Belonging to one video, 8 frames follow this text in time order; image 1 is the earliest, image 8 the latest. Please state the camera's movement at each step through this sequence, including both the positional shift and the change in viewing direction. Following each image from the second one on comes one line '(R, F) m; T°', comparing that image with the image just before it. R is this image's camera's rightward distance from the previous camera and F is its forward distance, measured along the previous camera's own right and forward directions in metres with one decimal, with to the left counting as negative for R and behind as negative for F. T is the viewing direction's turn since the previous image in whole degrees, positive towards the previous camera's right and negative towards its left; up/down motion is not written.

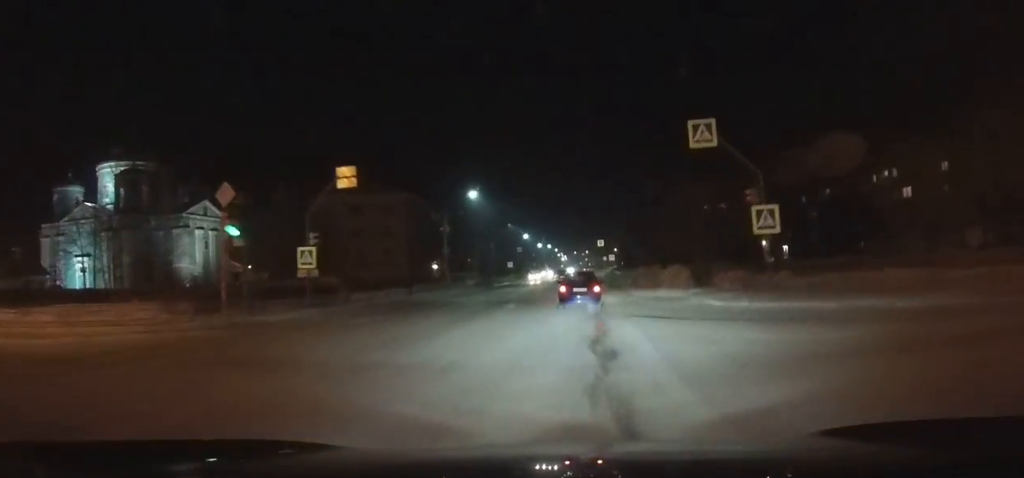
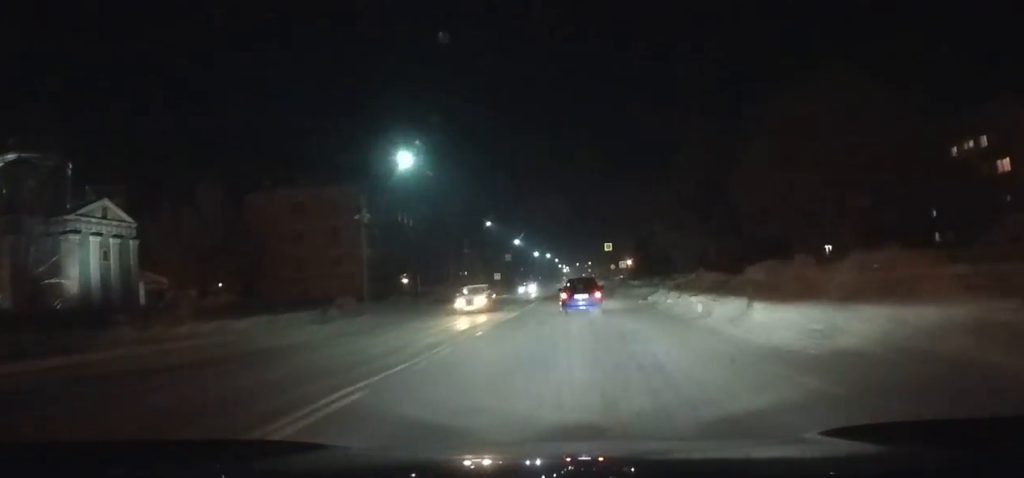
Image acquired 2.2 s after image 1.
(+0.1, +19.6) m; 0°
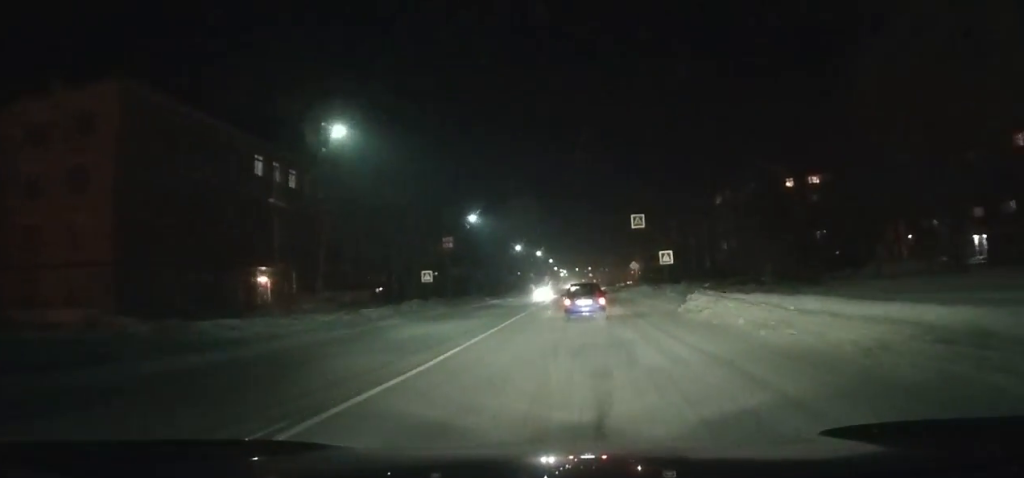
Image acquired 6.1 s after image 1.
(+0.3, +40.7) m; +2°
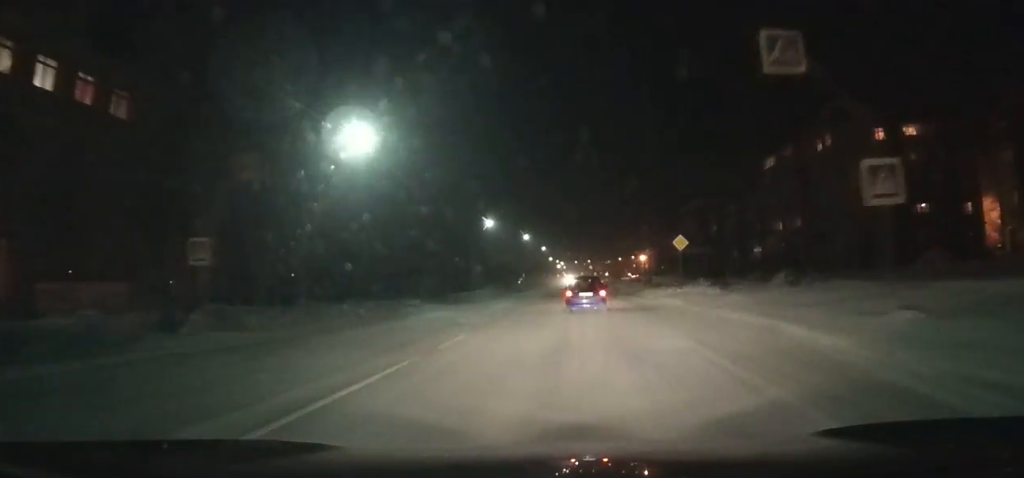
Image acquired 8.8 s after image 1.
(+0.4, +30.6) m; +1°
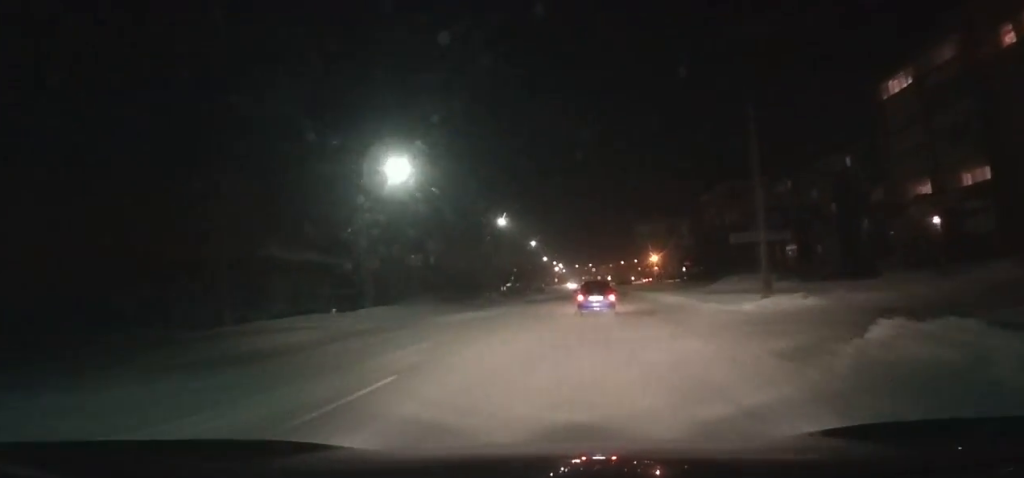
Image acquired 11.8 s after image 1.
(+0.2, +35.2) m; -1°
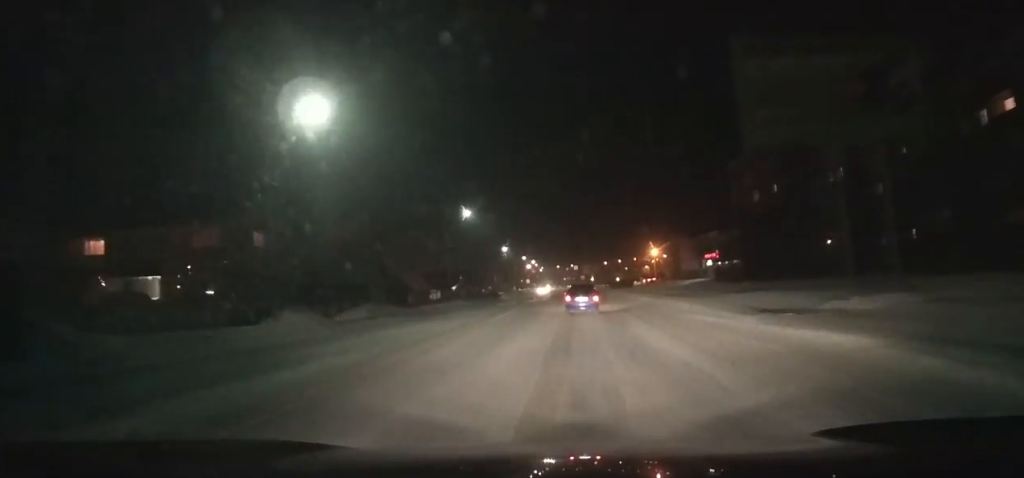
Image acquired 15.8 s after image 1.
(-1.0, +47.7) m; -2°
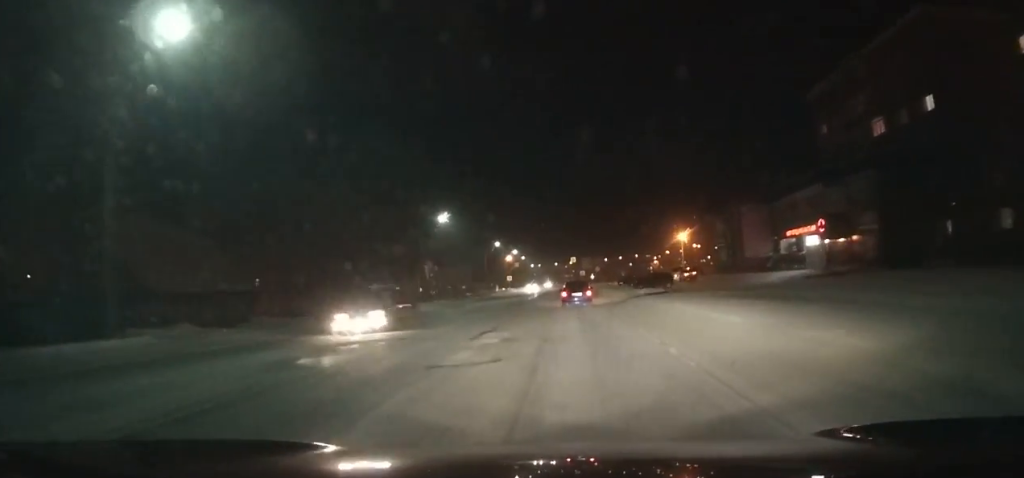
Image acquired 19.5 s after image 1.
(+0.1, +44.0) m; 0°
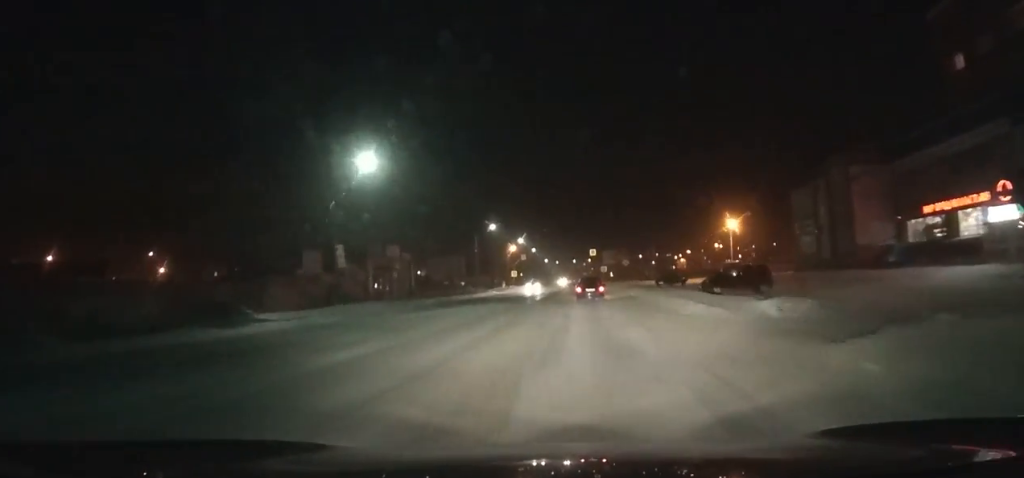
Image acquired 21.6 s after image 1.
(0.0, +24.7) m; -1°
